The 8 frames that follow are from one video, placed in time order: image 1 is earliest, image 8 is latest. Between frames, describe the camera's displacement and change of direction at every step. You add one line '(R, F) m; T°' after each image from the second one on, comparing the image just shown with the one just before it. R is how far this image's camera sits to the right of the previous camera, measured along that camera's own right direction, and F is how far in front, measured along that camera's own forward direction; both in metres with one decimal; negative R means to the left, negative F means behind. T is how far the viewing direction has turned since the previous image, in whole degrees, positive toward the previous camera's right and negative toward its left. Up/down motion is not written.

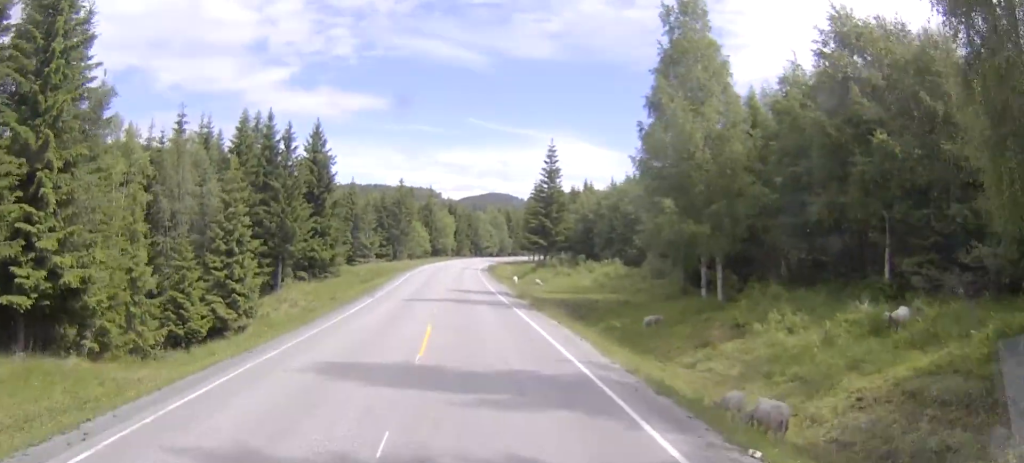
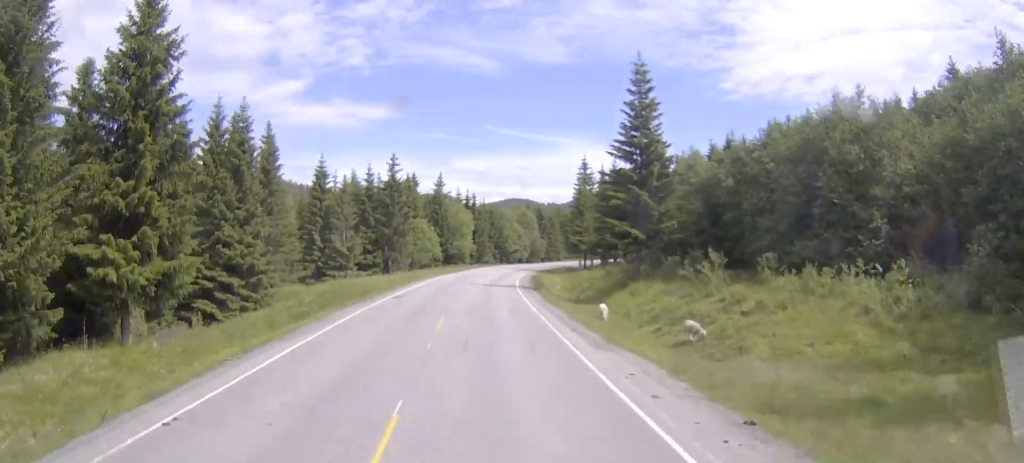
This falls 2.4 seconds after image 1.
(-0.6, +35.9) m; -1°
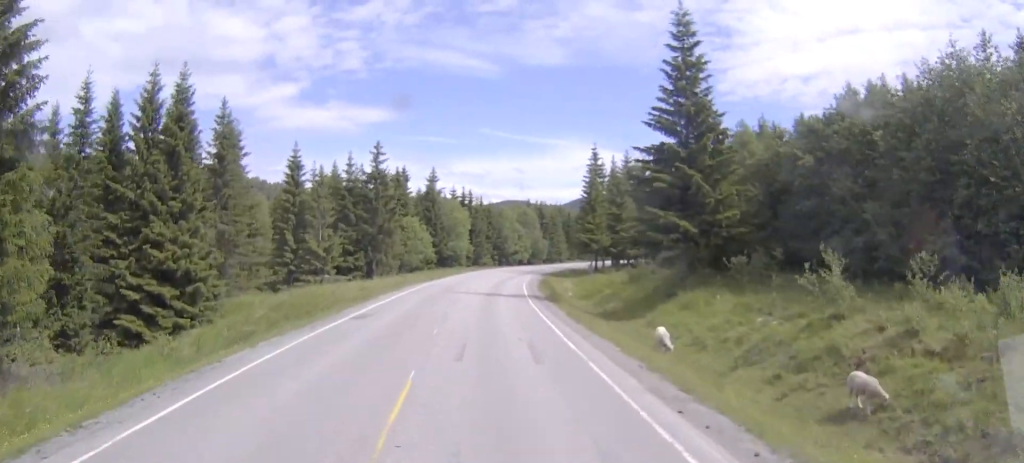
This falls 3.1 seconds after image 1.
(0.0, +9.8) m; +1°
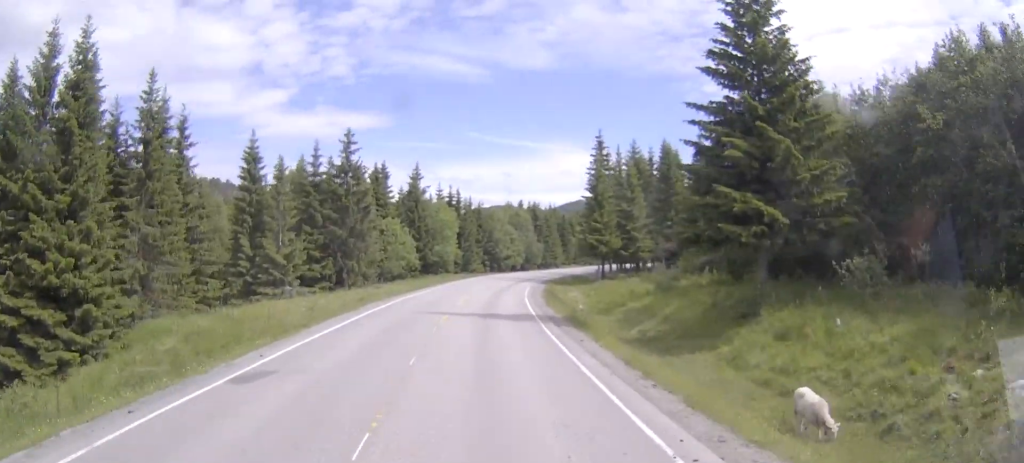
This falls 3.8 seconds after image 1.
(+0.2, +9.7) m; +1°
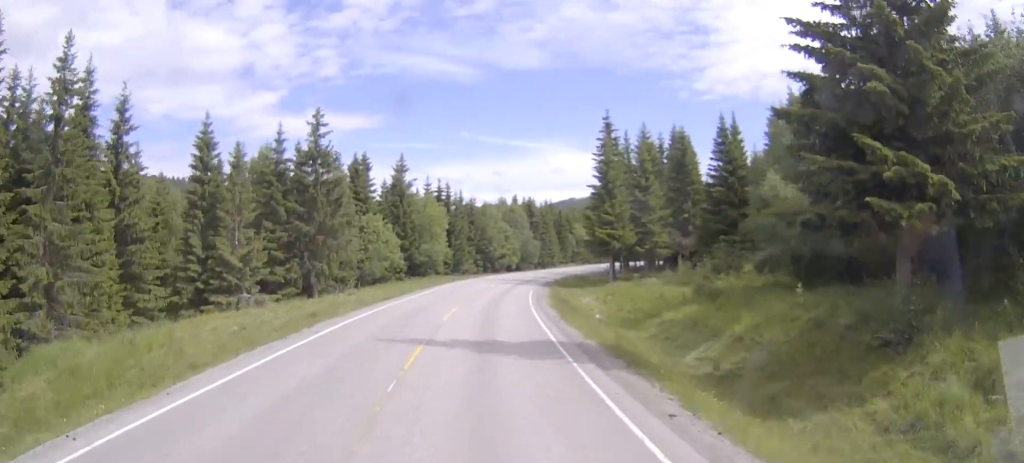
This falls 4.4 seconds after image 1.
(0.0, +8.0) m; +1°
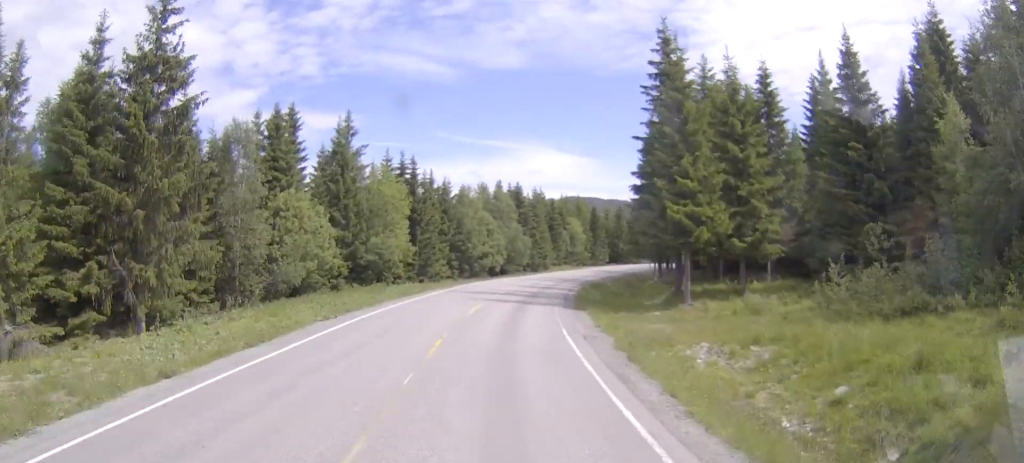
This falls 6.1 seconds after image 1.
(+0.4, +23.2) m; +3°
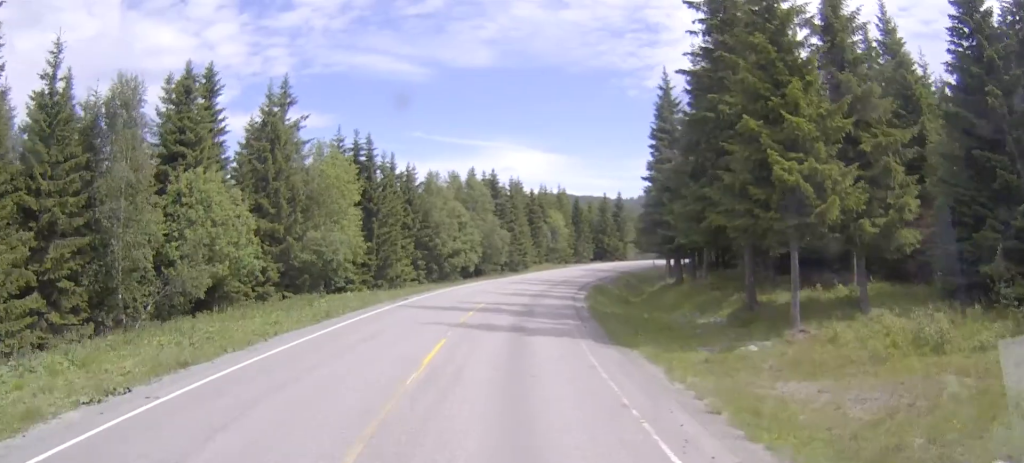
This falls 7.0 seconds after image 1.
(+0.2, +12.4) m; +2°
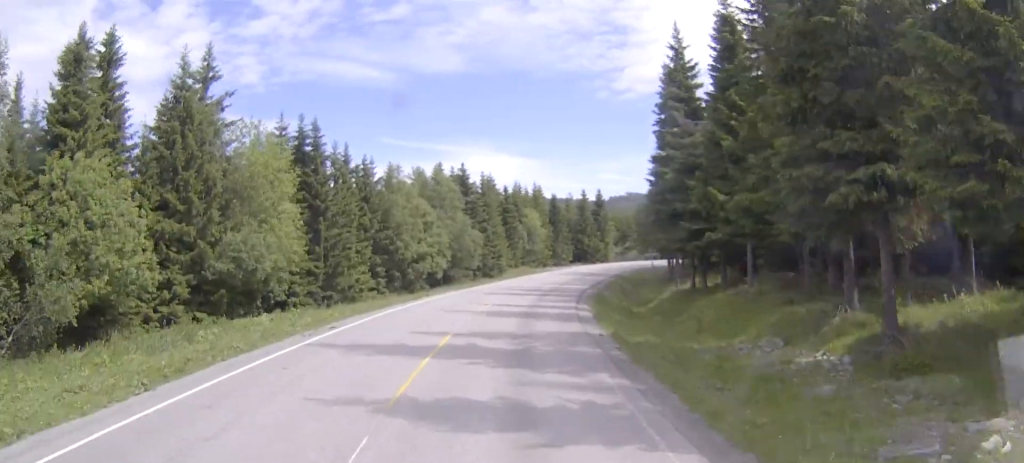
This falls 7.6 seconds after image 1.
(+0.3, +9.6) m; +2°
